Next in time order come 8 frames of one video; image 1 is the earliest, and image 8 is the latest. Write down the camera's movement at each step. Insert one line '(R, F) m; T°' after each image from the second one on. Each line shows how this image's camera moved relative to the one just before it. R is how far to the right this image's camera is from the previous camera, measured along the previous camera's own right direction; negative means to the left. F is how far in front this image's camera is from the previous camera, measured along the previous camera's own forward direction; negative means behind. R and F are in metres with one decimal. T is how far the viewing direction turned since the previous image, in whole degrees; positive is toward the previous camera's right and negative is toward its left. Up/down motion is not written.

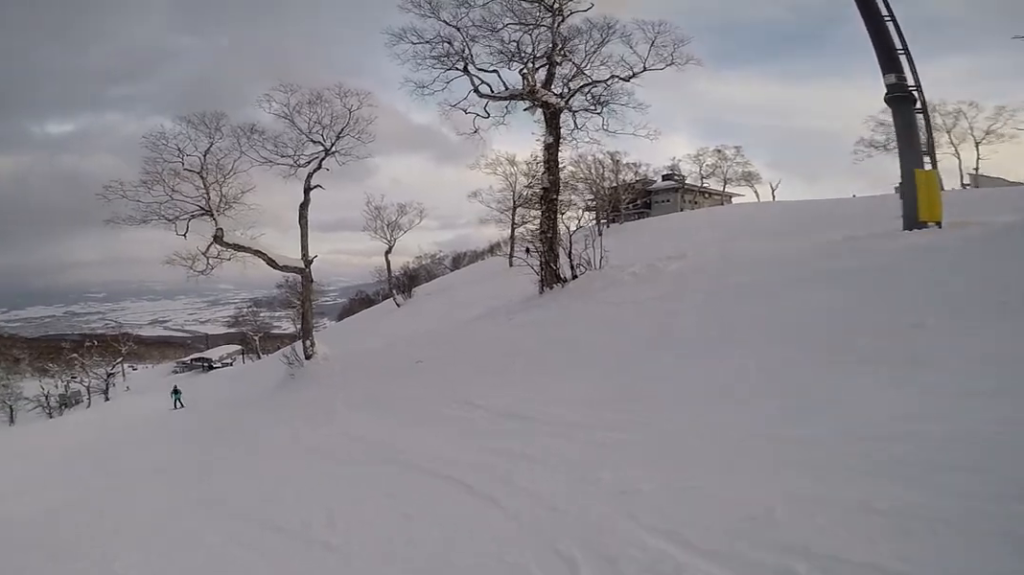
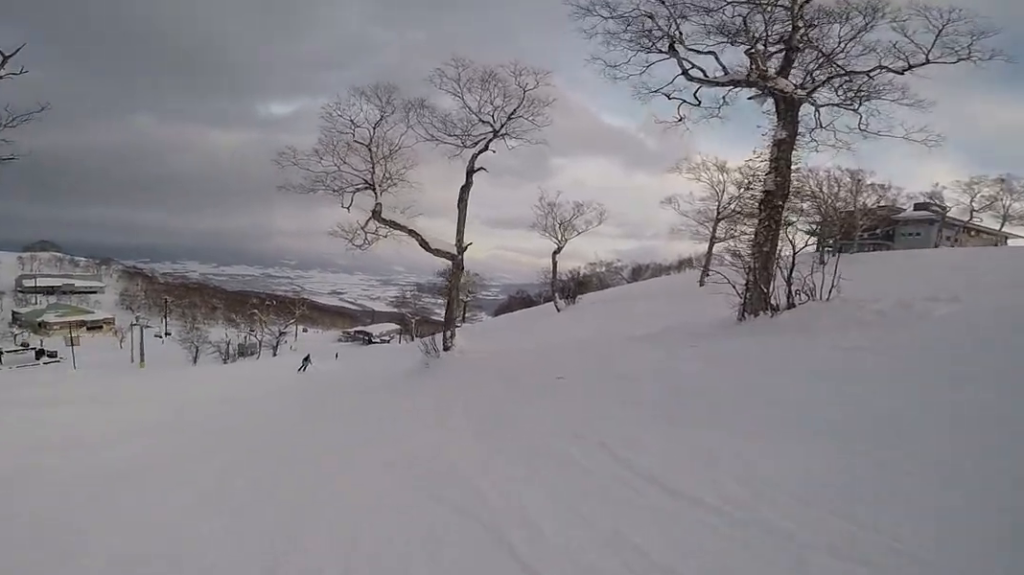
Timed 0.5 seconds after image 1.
(-0.2, +1.9) m; -14°
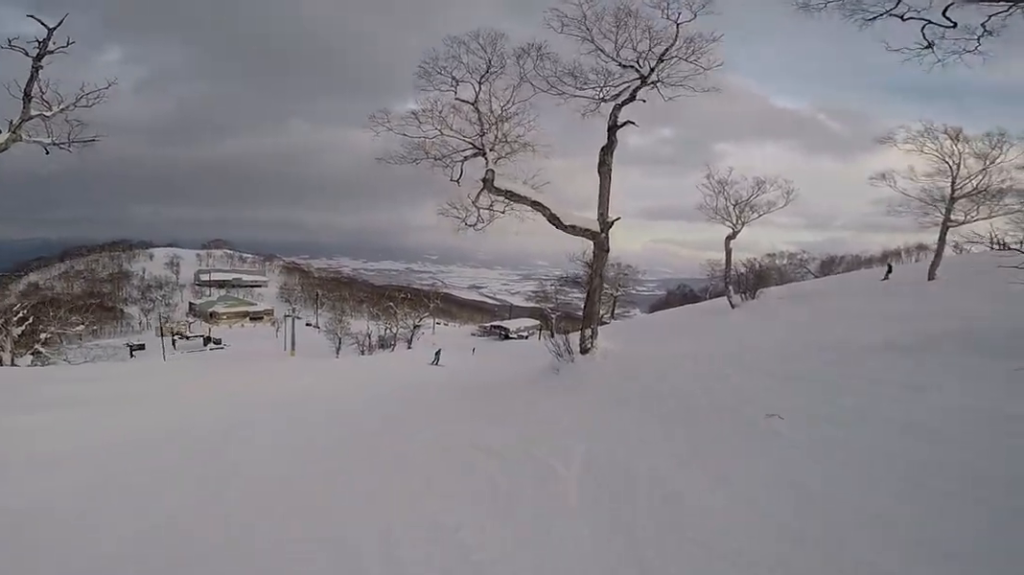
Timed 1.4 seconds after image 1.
(-0.9, +4.1) m; -12°
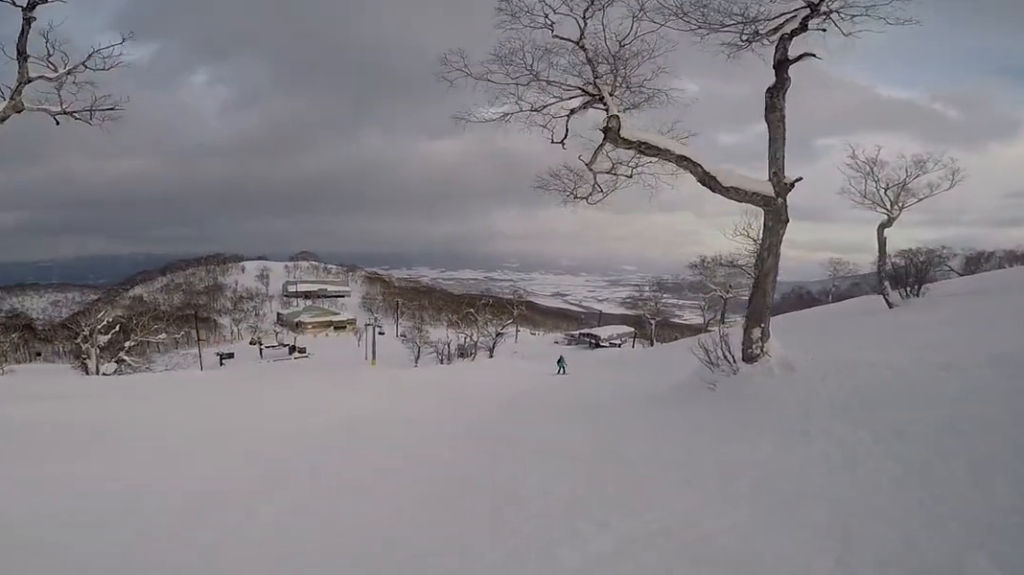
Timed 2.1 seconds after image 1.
(0.0, +3.7) m; 0°
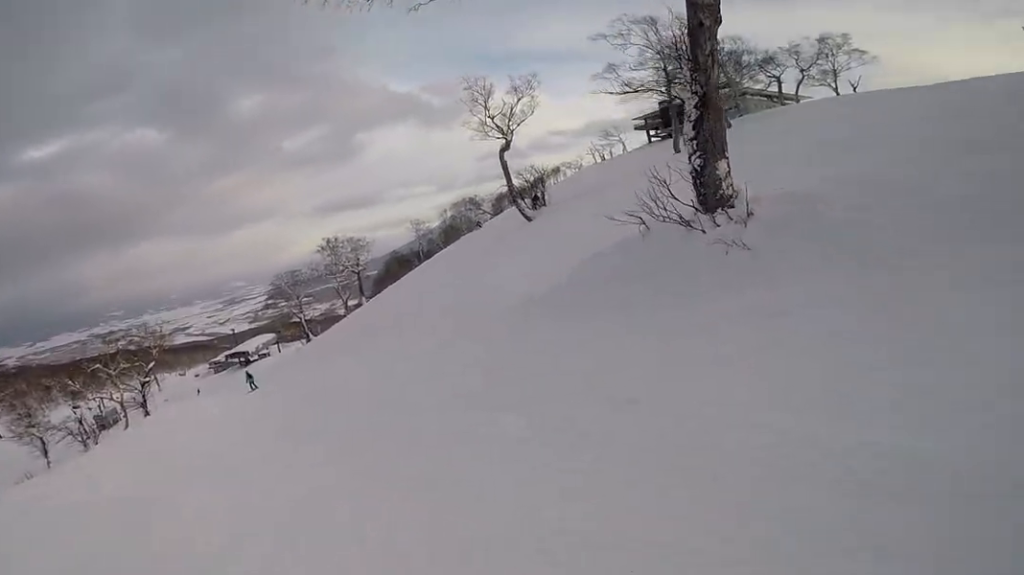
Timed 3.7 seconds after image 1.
(+1.7, +7.2) m; +40°
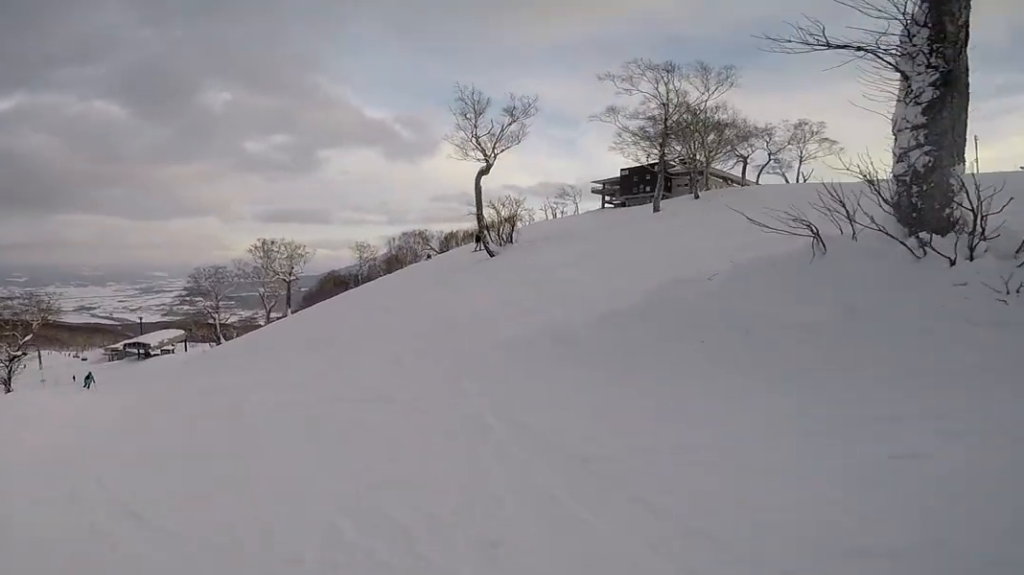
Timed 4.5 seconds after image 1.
(+1.4, +3.8) m; +6°
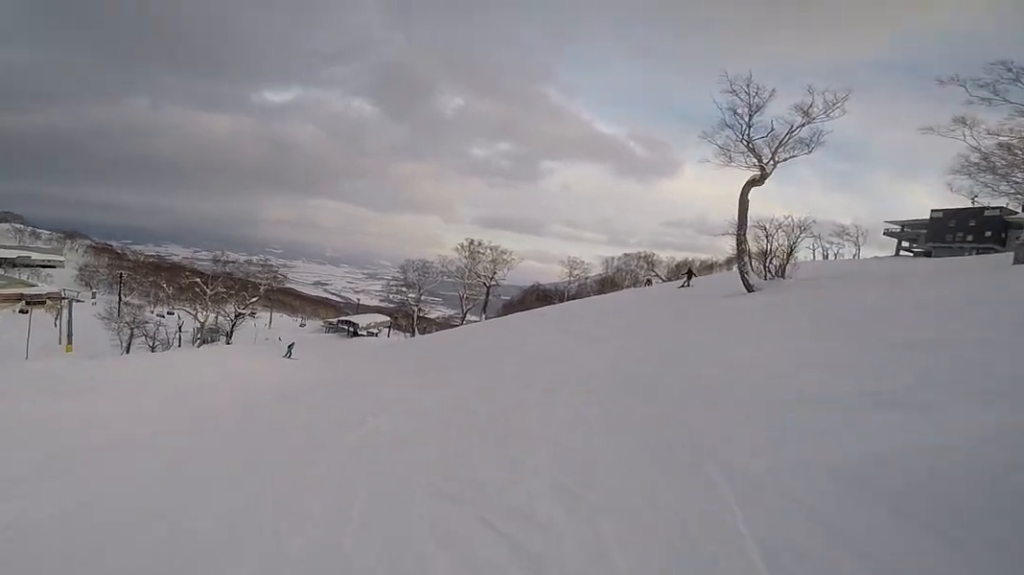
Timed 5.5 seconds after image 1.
(-1.1, +4.5) m; -30°
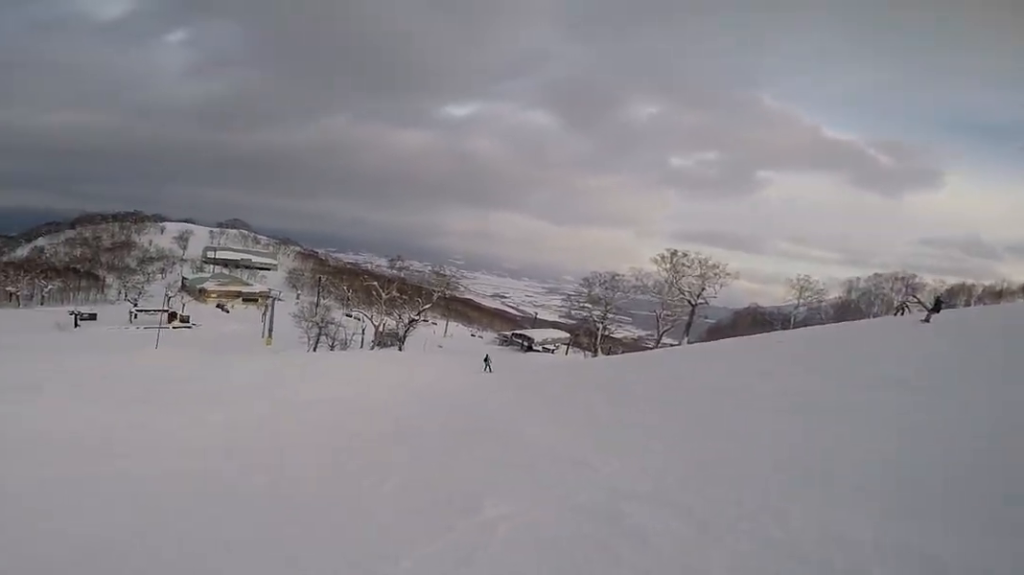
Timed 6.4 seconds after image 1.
(-1.1, +4.1) m; -23°
